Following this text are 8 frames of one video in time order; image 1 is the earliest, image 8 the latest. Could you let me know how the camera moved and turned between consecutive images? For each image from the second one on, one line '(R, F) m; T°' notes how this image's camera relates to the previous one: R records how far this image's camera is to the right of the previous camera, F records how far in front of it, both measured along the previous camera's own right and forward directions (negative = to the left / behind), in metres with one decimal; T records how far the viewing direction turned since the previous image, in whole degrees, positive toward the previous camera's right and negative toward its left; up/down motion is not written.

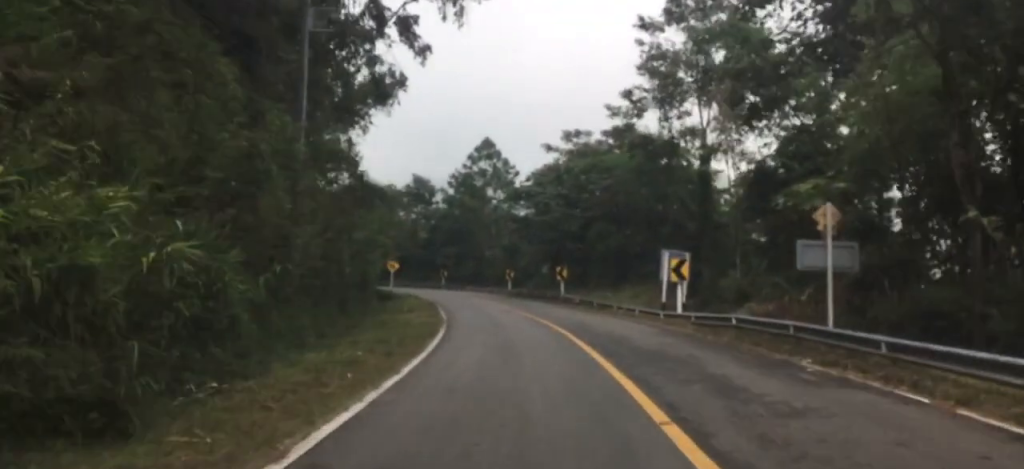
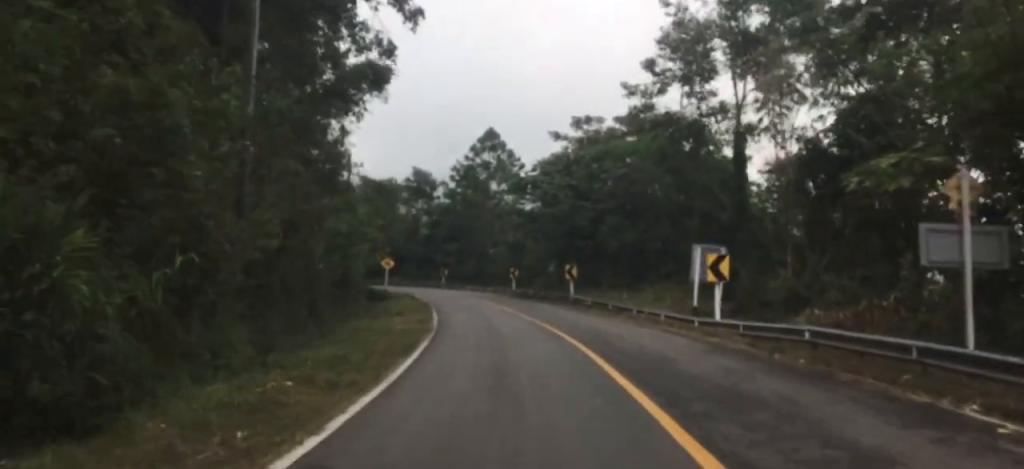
(0.0, +5.0) m; 0°
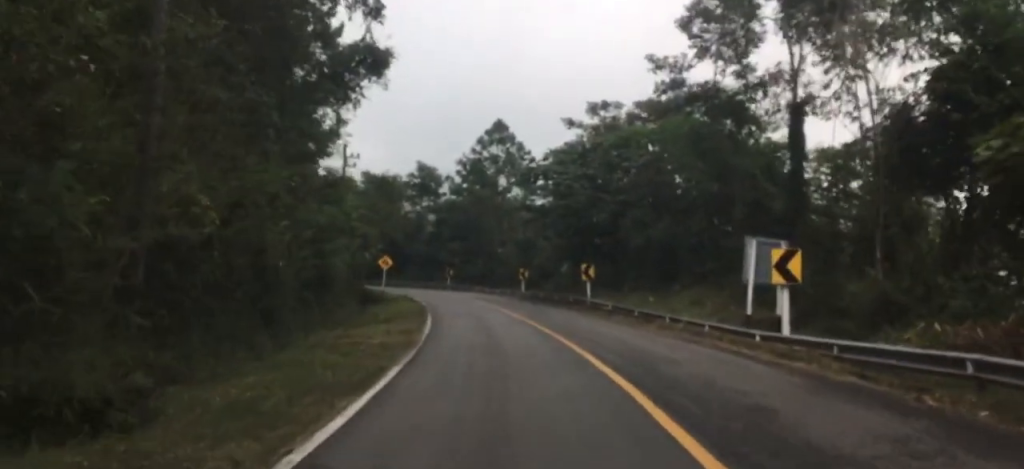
(0.0, +5.3) m; -1°
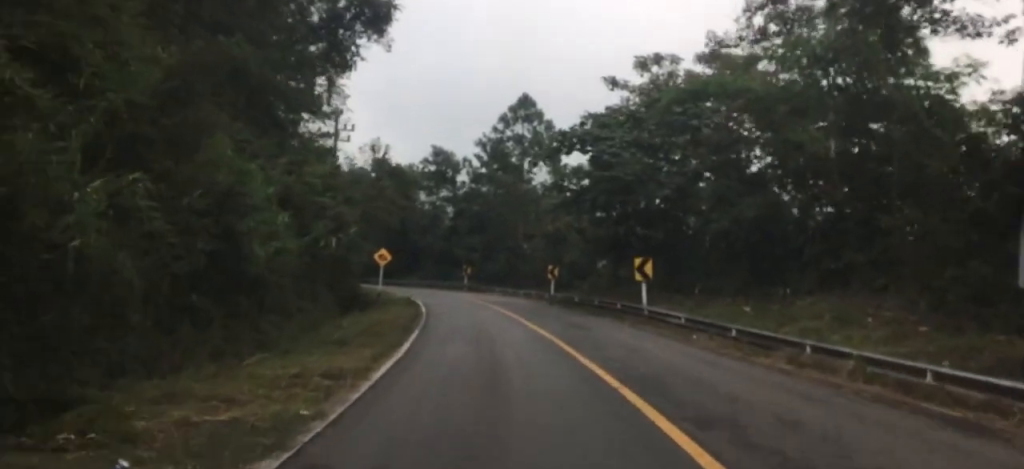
(-0.4, +10.7) m; -8°
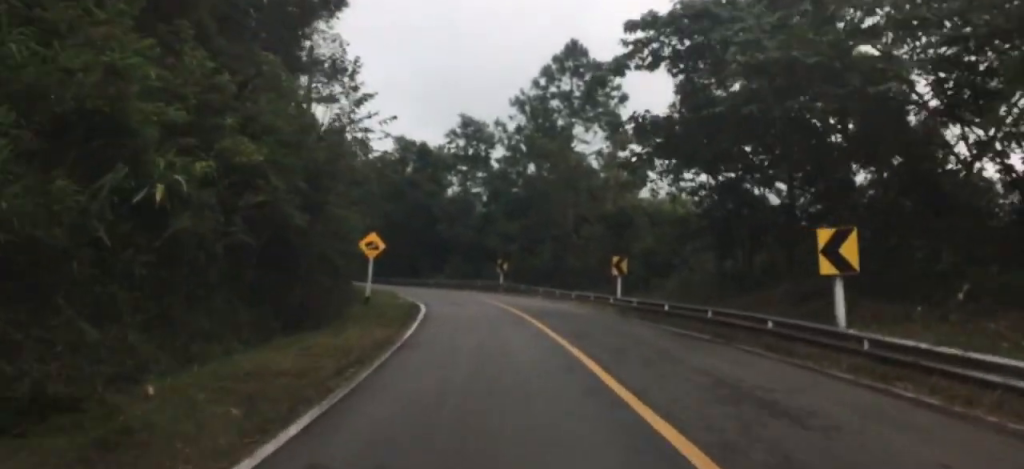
(-2.0, +15.0) m; -10°
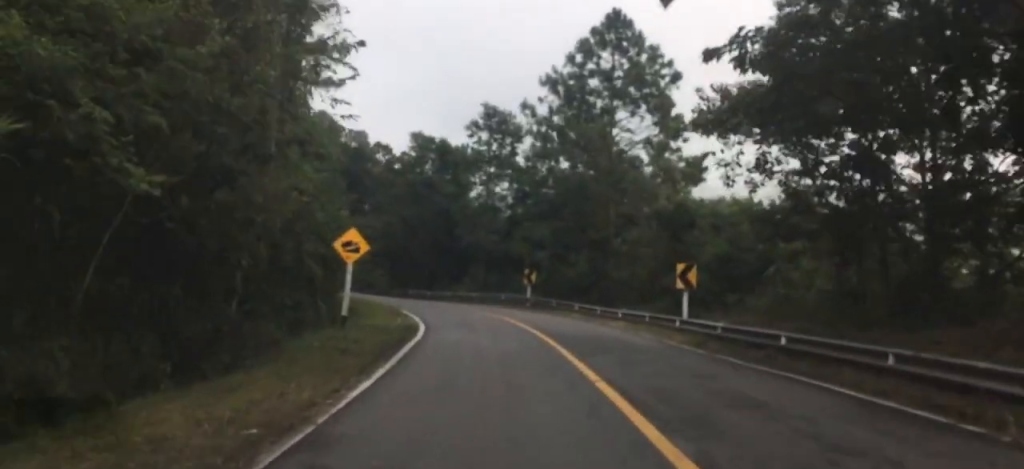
(+0.1, +8.3) m; +2°
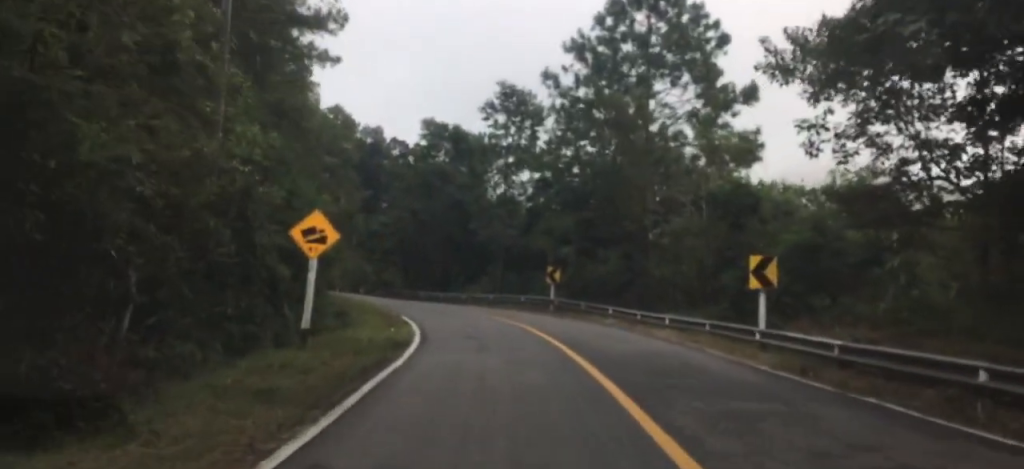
(+0.1, +5.6) m; -1°
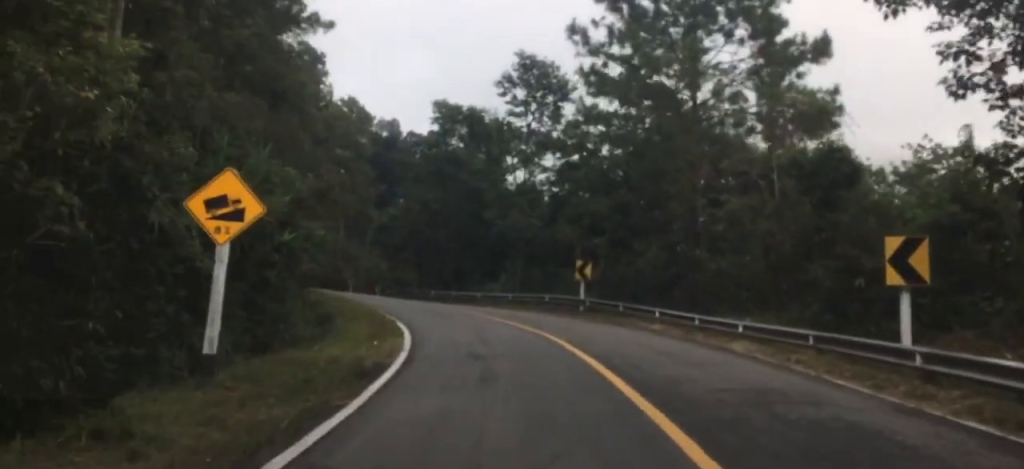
(0.0, +5.6) m; -1°
